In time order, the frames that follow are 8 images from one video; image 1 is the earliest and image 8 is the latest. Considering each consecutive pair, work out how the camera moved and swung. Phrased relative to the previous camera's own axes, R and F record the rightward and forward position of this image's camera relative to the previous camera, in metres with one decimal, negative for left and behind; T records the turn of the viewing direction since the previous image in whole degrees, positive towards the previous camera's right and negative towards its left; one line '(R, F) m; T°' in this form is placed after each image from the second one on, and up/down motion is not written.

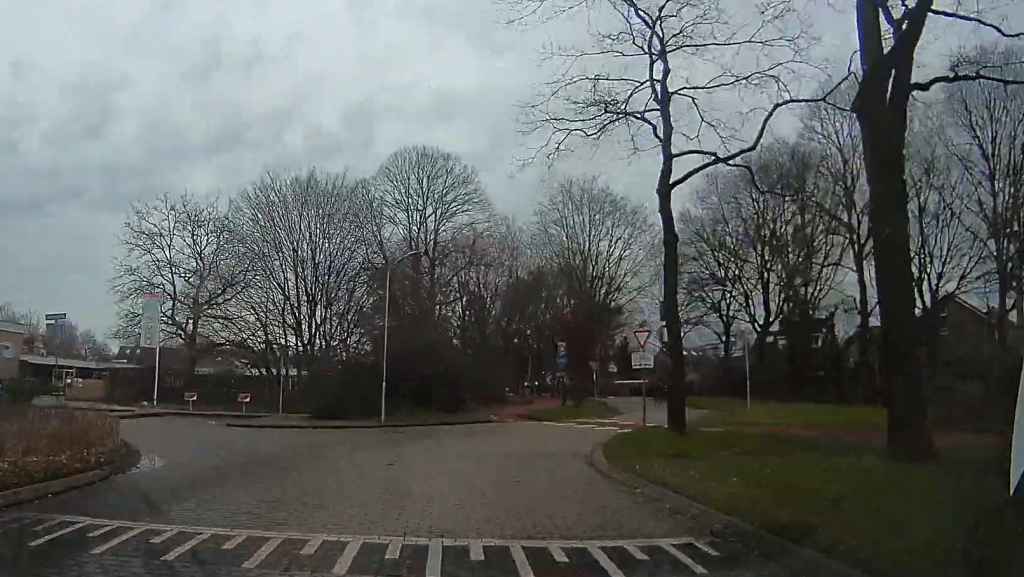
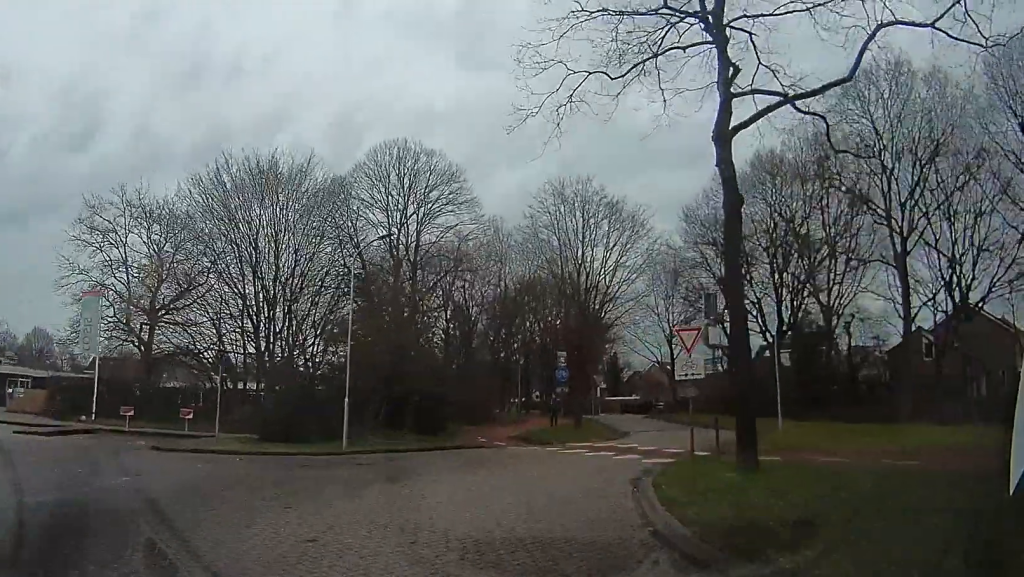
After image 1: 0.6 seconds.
(0.0, +4.3) m; 0°
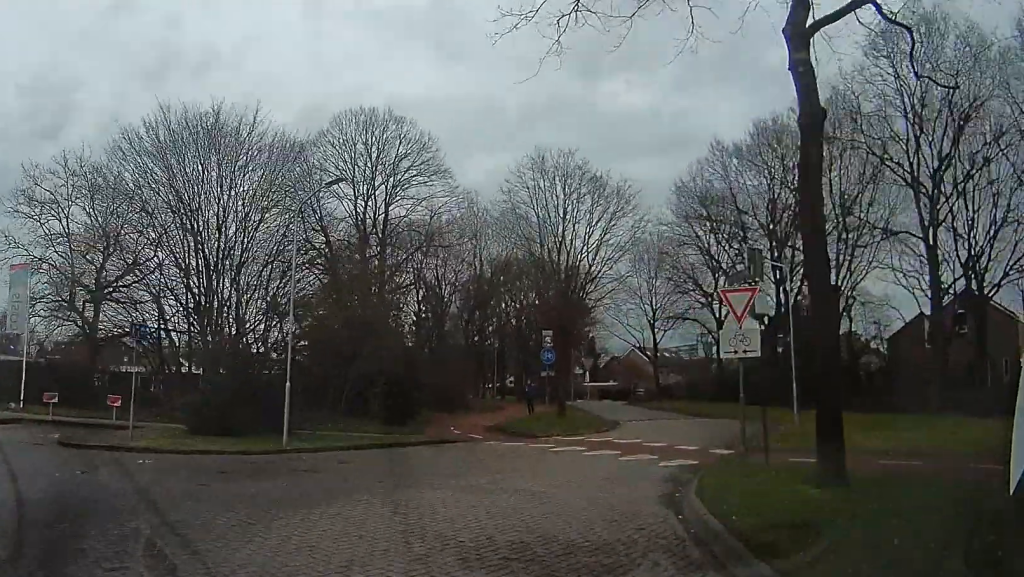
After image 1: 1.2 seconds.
(0.0, +3.2) m; 0°
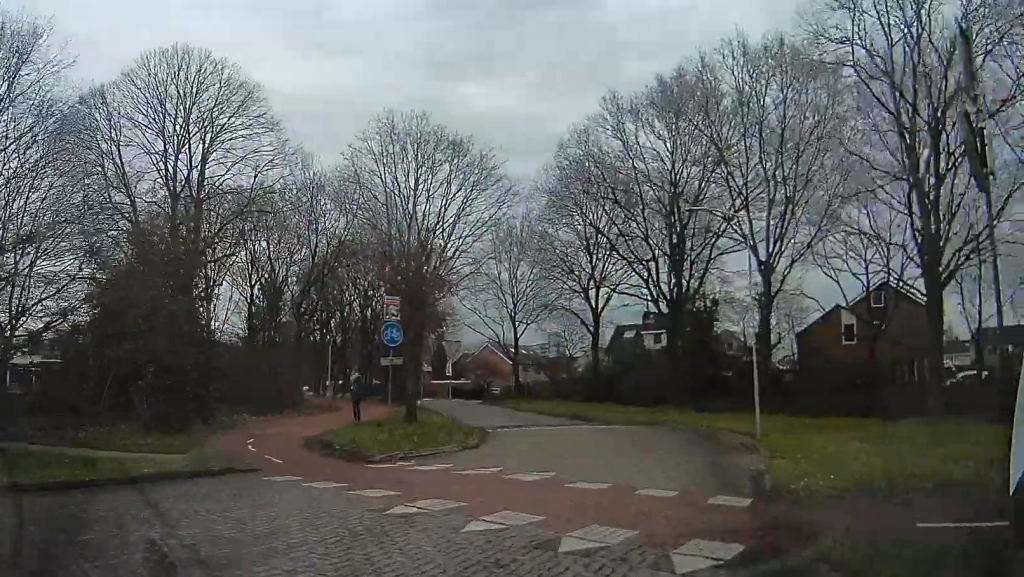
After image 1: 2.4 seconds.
(0.0, +7.5) m; +5°
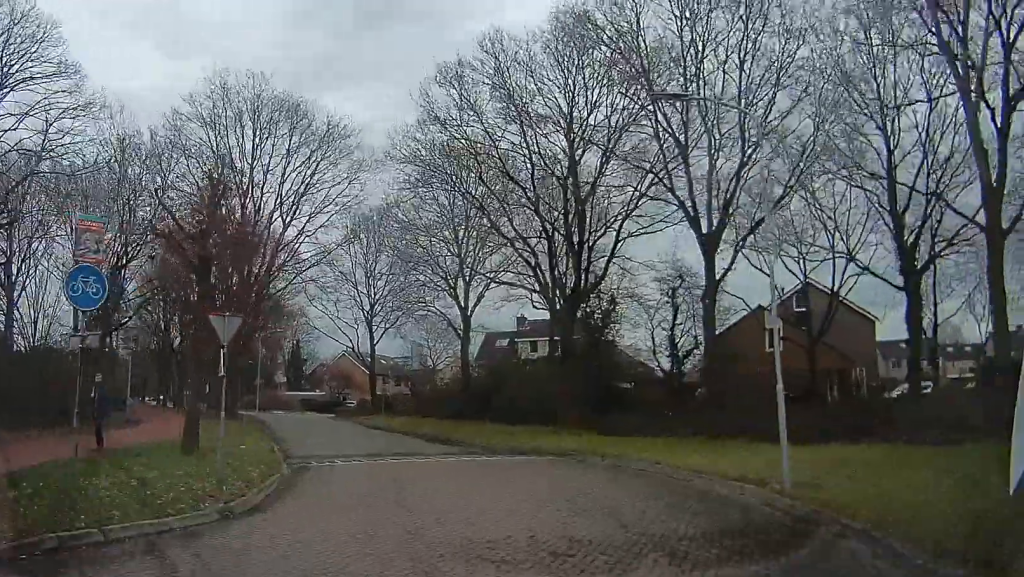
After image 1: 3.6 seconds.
(+0.7, +6.9) m; +8°
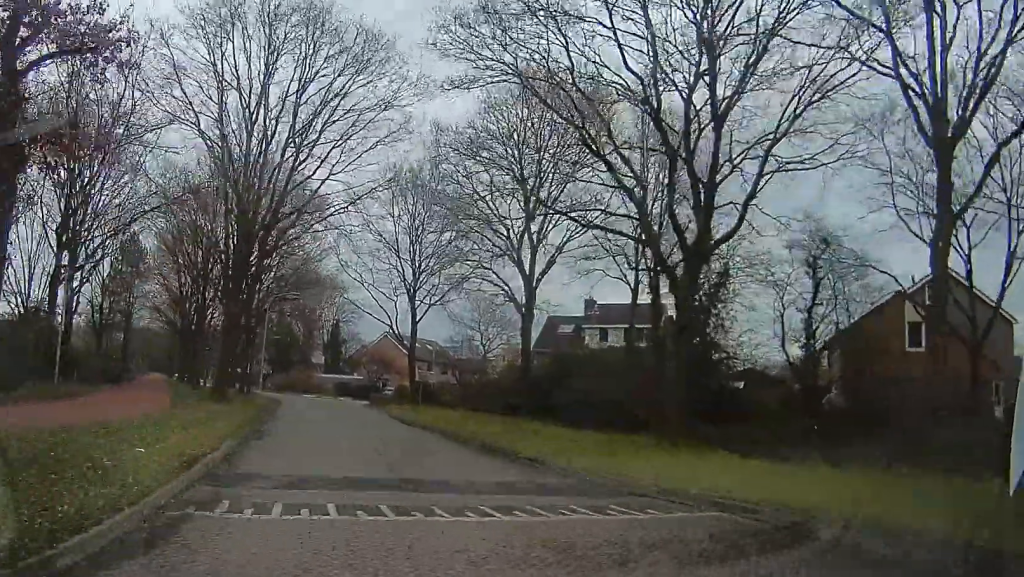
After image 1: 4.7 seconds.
(+0.2, +7.2) m; +1°
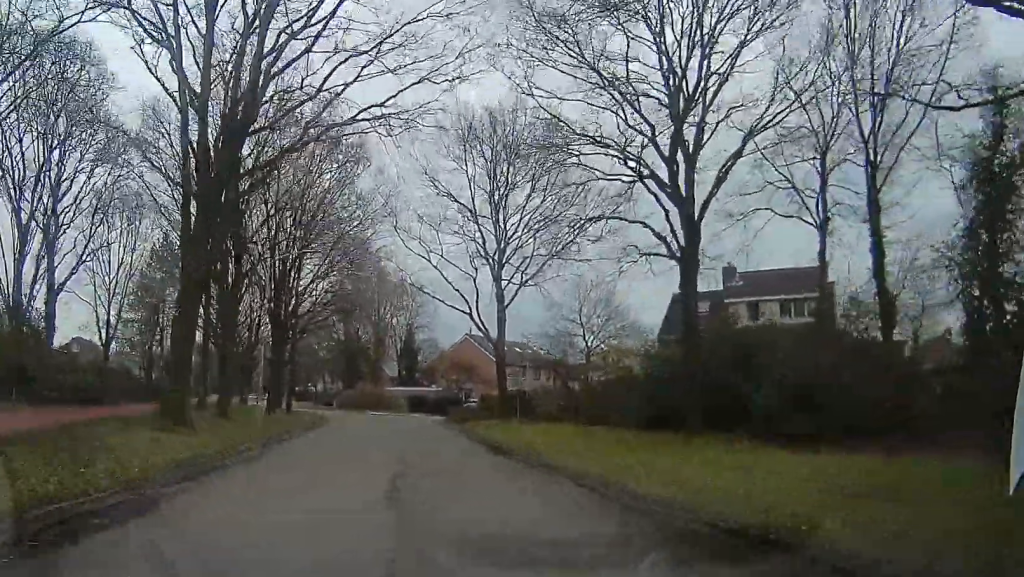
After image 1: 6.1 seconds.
(0.0, +10.6) m; 0°
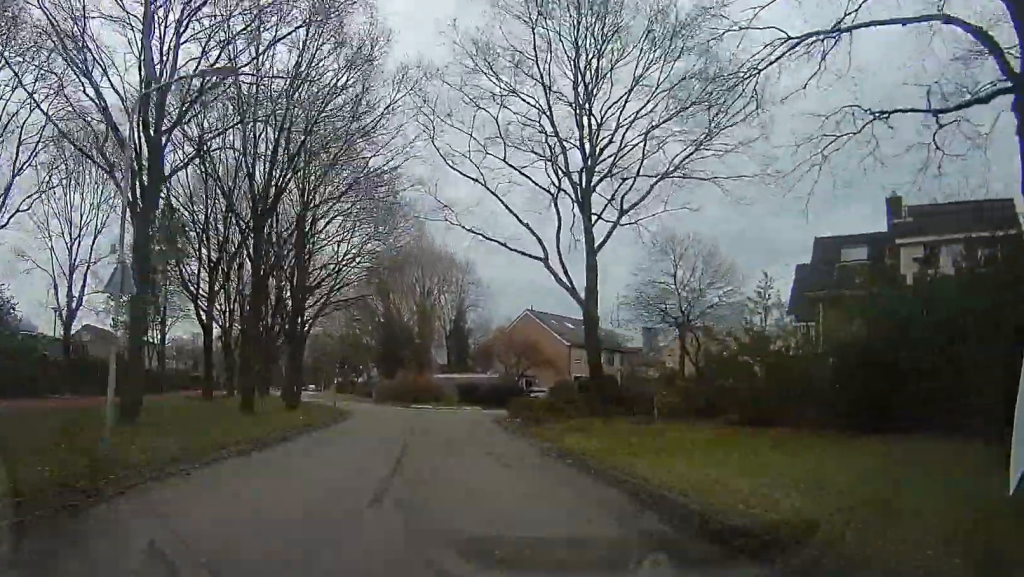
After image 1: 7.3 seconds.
(0.0, +10.1) m; -1°
